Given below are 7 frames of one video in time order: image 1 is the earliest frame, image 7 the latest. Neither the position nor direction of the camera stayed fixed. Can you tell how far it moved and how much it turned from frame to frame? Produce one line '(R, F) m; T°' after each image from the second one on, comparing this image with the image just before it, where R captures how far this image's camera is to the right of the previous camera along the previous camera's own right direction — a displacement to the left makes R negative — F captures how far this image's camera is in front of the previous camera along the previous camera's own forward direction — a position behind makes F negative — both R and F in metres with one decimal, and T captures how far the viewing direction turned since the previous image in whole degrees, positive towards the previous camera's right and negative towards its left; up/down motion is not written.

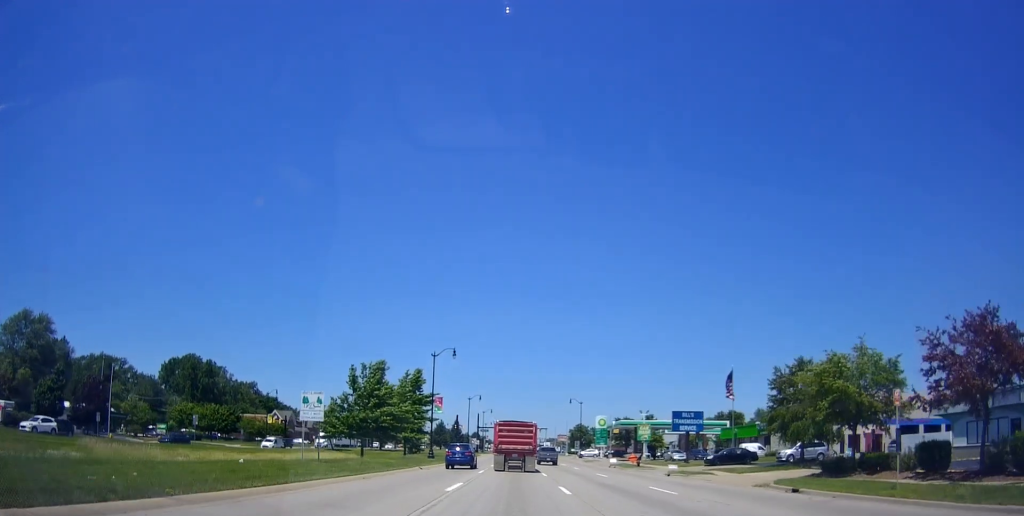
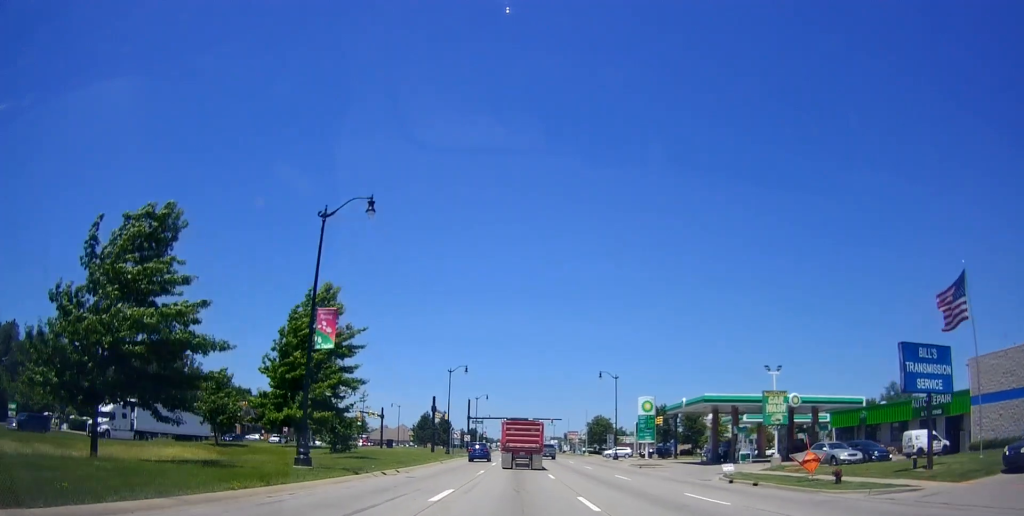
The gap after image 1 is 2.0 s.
(0.0, +35.1) m; -1°
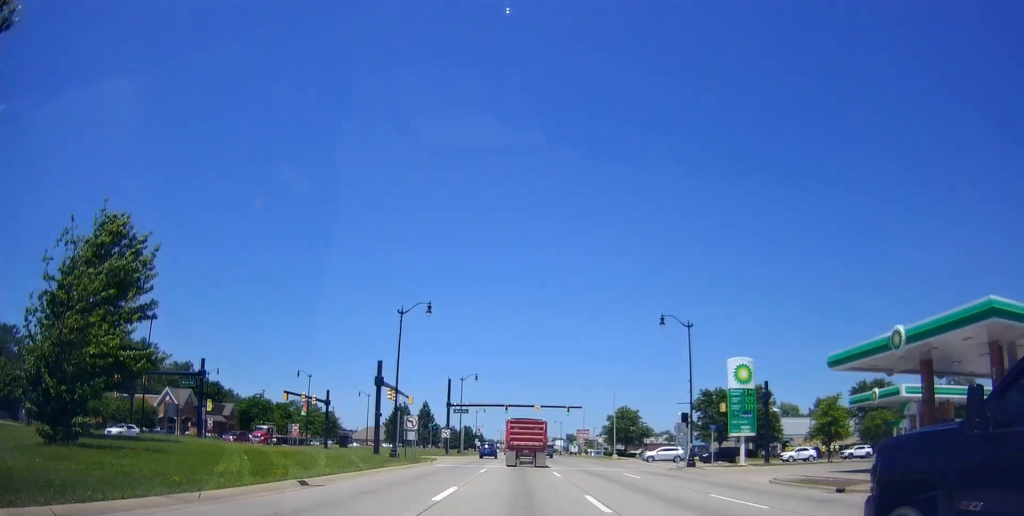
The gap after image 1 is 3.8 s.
(-0.5, +31.0) m; 0°
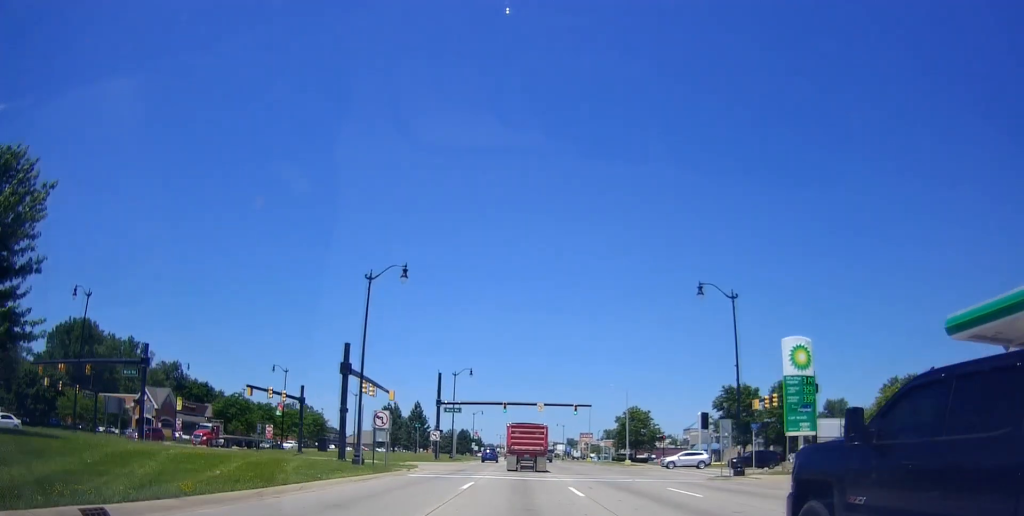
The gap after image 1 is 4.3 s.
(+0.3, +9.0) m; +1°
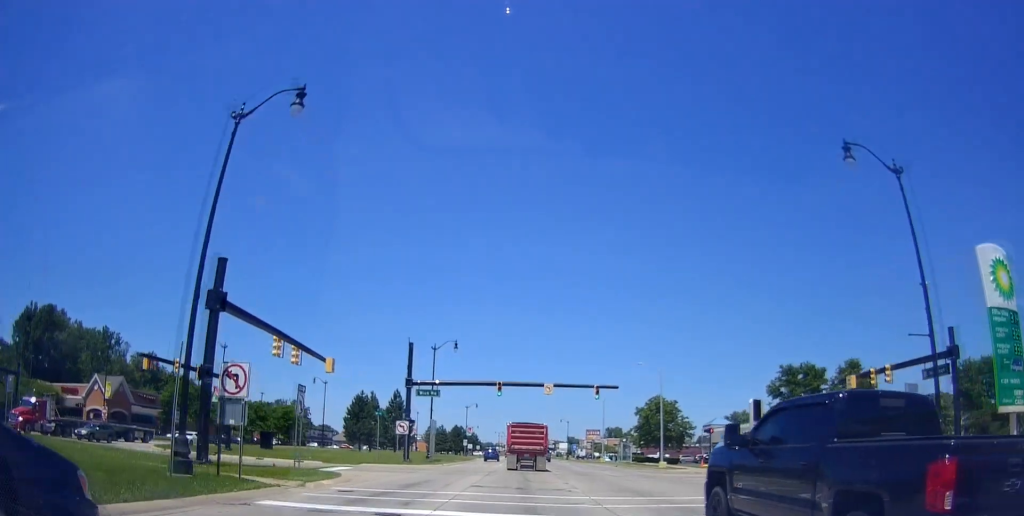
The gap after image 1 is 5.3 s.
(+0.1, +16.9) m; -1°
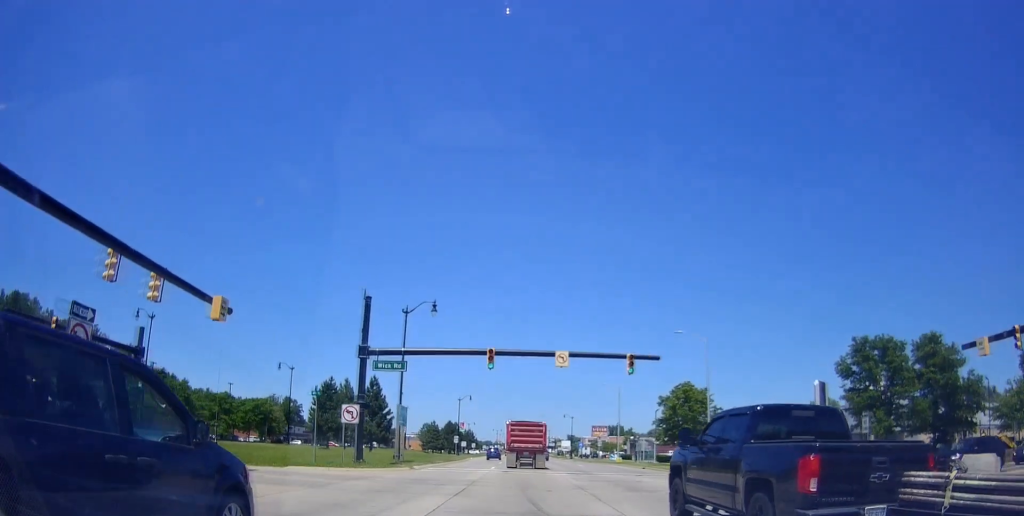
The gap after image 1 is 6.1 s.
(-0.3, +13.5) m; 0°
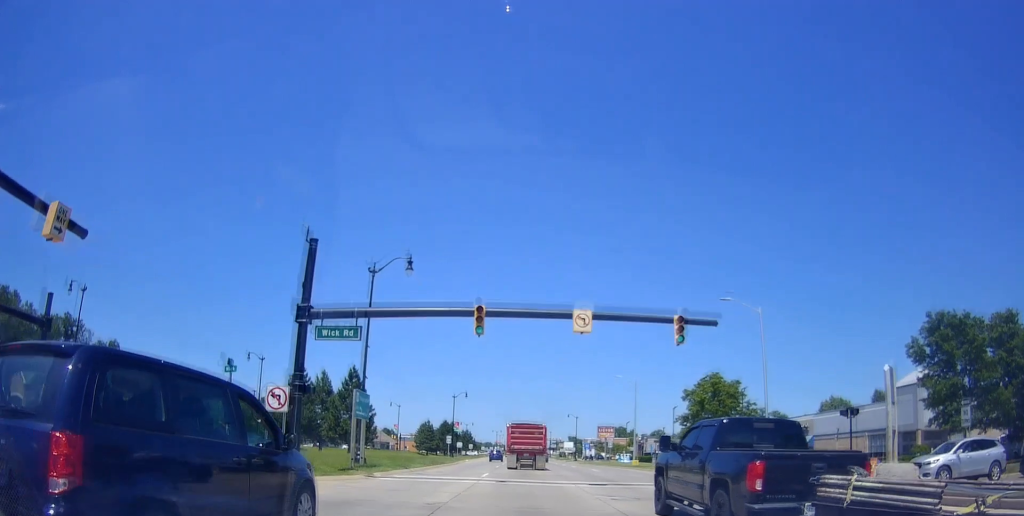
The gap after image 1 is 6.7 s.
(0.0, +9.6) m; 0°
